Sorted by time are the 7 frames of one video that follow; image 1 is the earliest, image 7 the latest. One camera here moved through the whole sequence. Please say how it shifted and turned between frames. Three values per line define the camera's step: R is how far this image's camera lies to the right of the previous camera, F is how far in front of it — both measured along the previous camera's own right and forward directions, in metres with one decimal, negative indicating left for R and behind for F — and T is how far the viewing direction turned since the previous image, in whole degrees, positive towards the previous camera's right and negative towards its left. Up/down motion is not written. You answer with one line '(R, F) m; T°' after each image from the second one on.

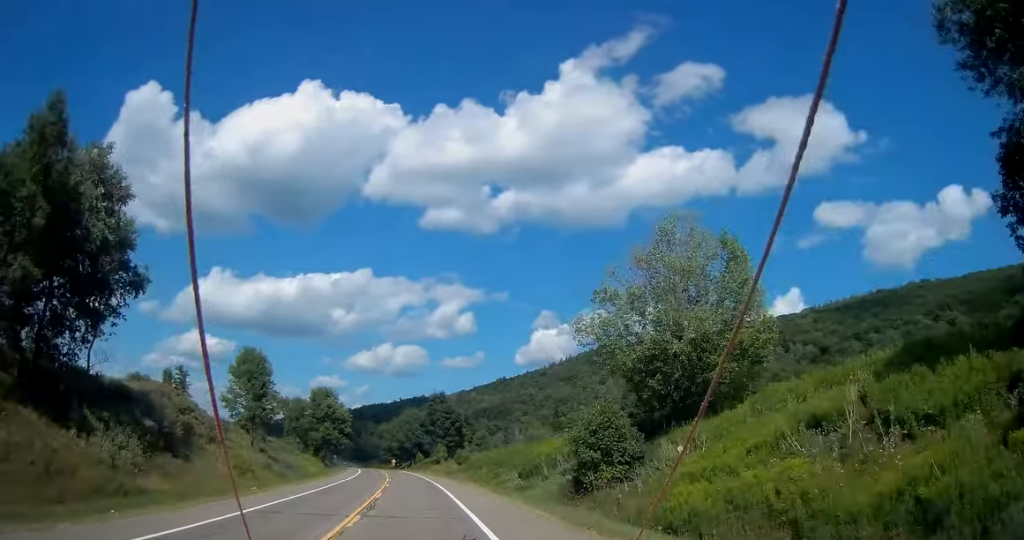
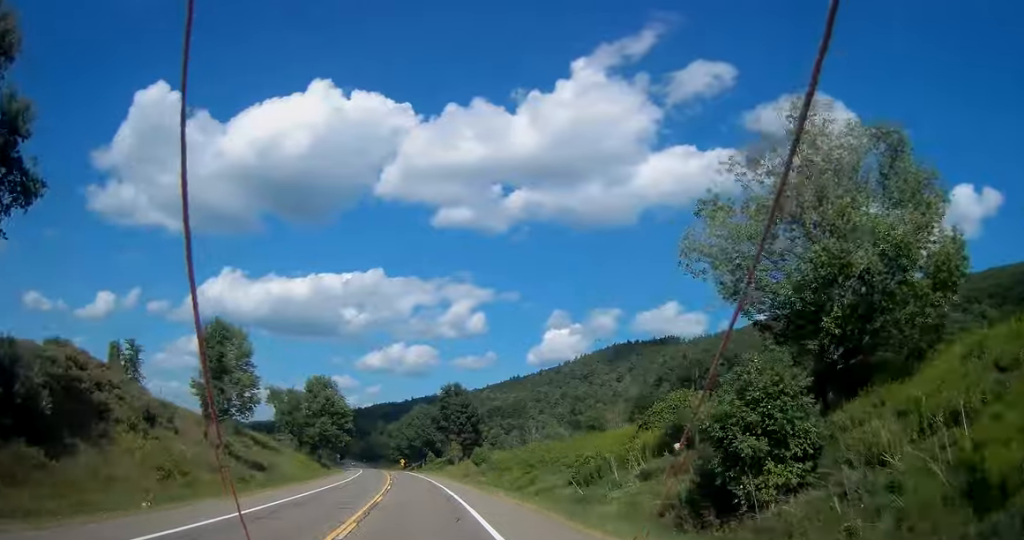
(-0.4, +15.9) m; -2°
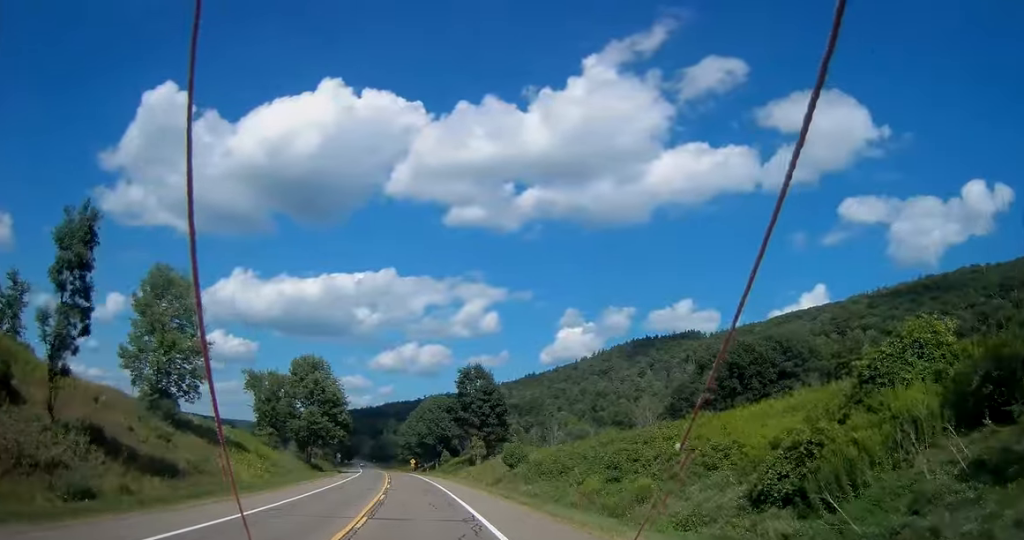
(-0.4, +21.8) m; -1°
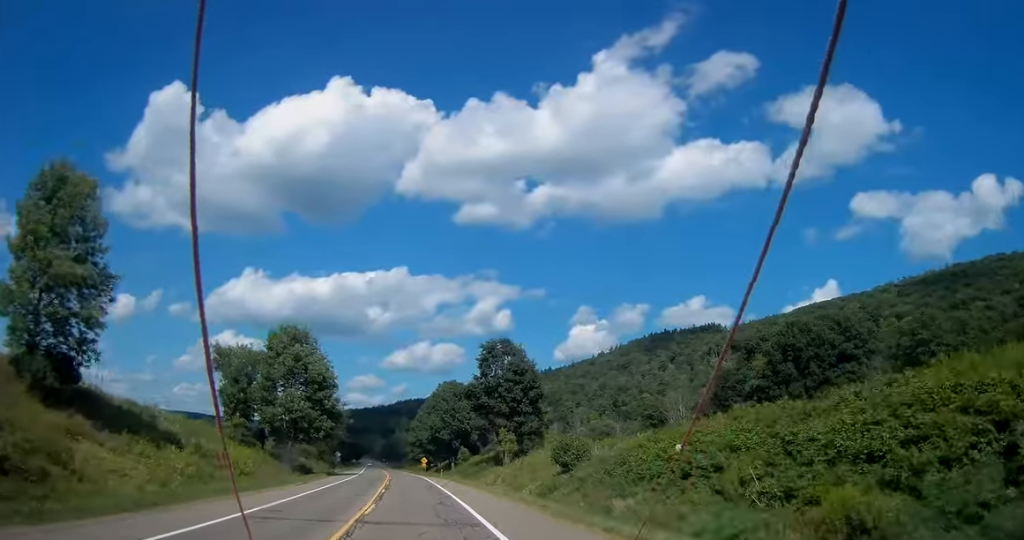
(-0.2, +20.1) m; -1°
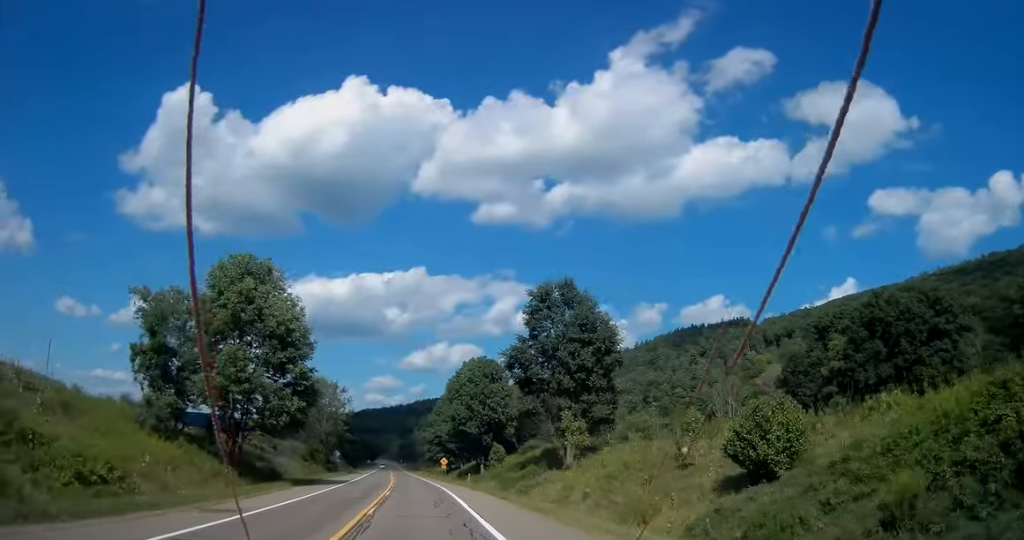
(-0.1, +24.3) m; -1°
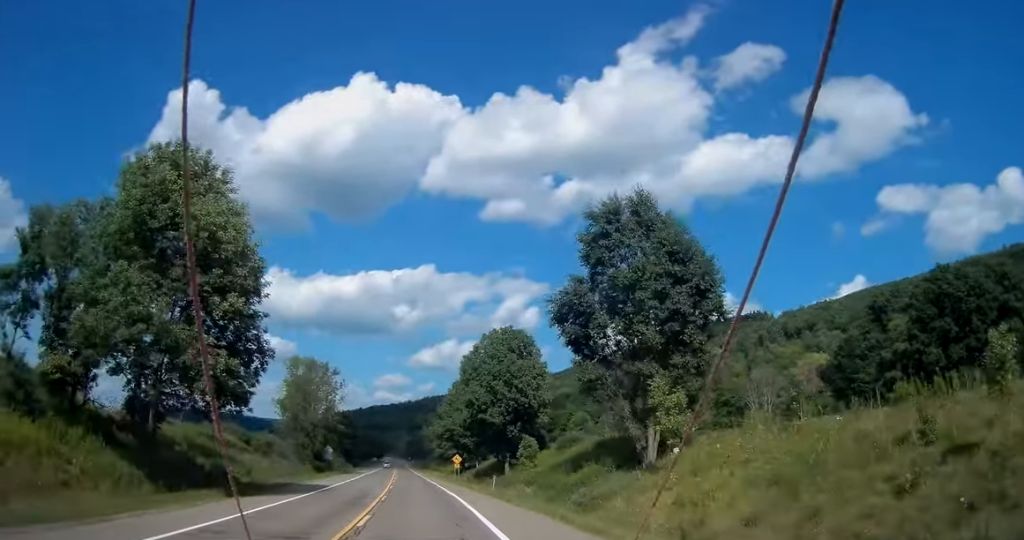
(-0.3, +16.8) m; -1°
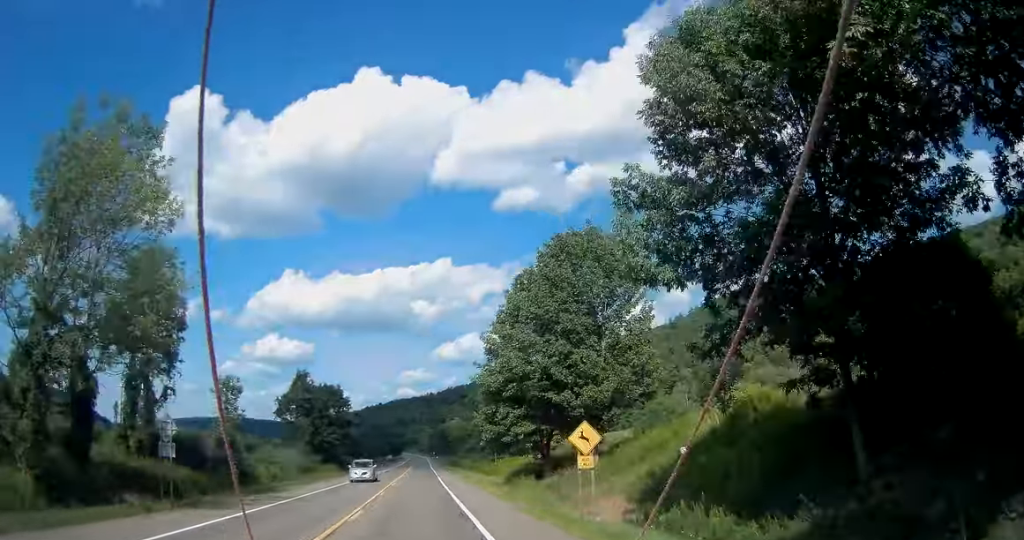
(-1.1, +59.2) m; -2°
